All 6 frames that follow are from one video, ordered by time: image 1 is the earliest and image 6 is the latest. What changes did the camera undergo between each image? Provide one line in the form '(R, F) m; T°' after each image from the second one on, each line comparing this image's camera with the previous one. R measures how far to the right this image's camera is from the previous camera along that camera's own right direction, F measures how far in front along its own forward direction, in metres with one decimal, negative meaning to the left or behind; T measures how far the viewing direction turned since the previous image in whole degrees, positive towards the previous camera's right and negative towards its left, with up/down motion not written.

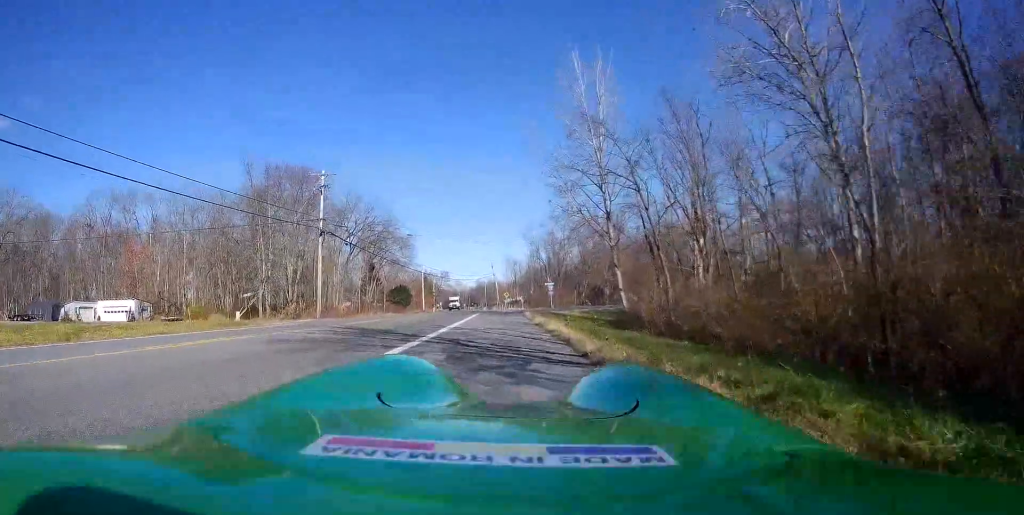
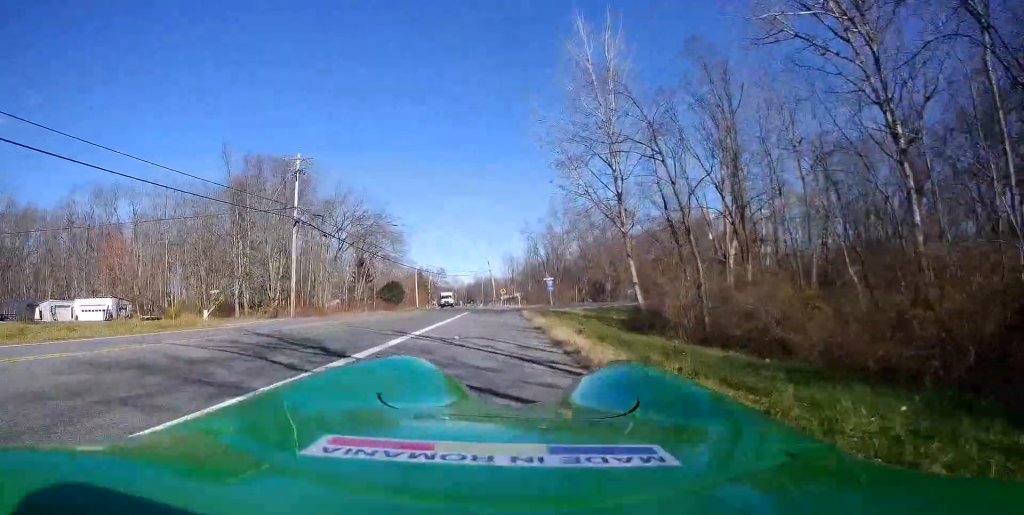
(+0.1, +4.9) m; 0°
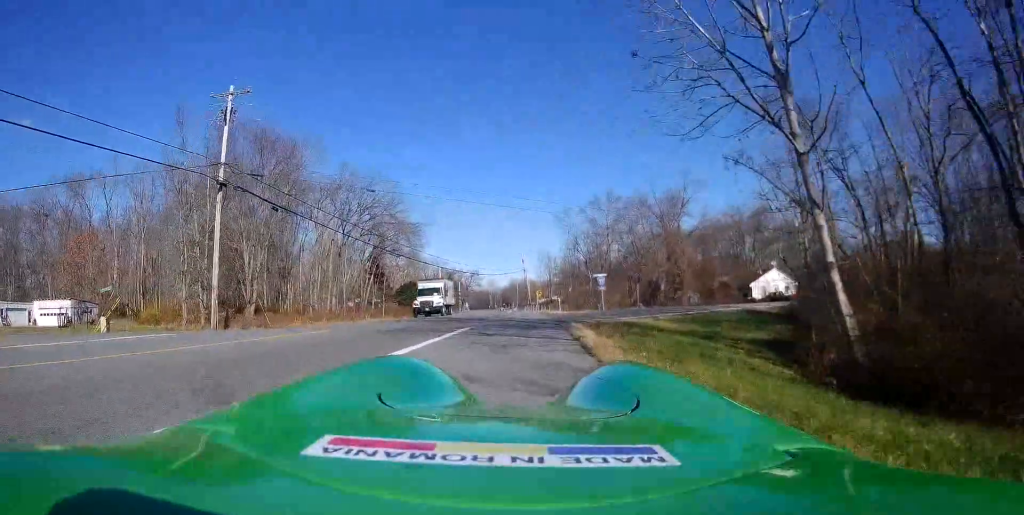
(-1.1, +15.6) m; -6°
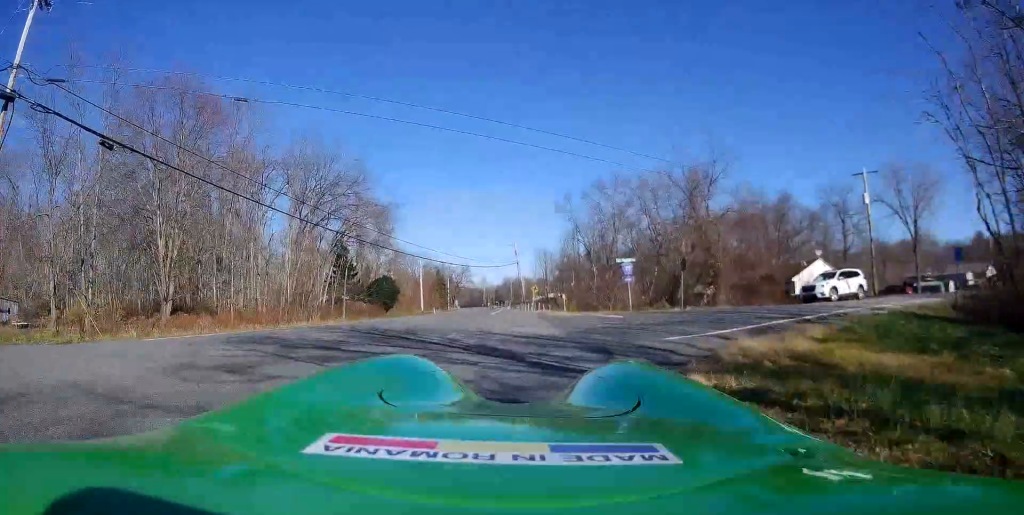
(0.0, +13.6) m; -4°
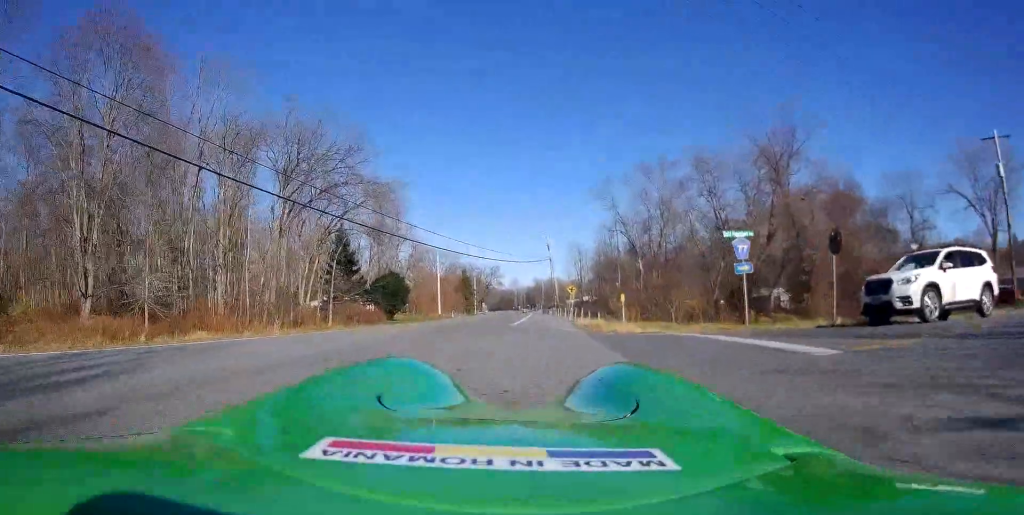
(+0.2, +12.6) m; +3°
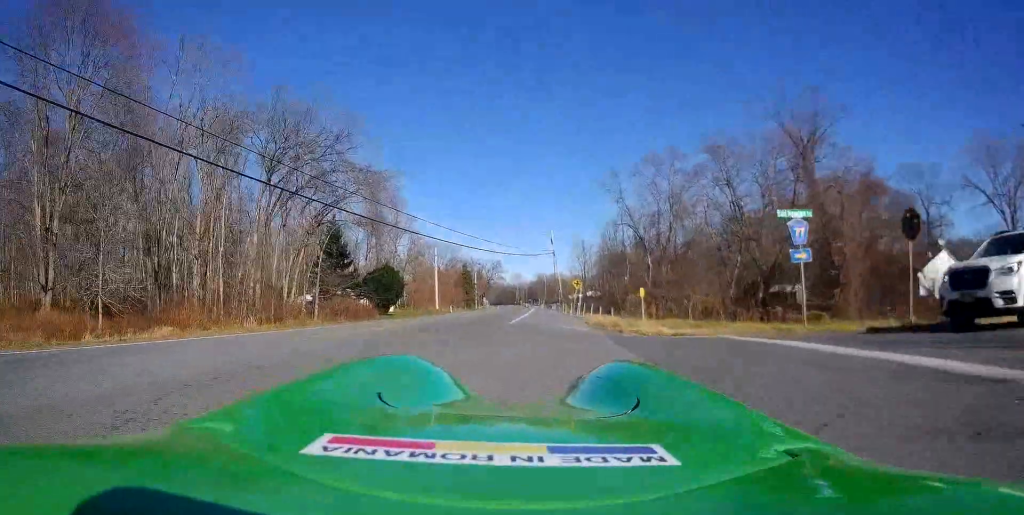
(-0.2, +3.9) m; -2°
